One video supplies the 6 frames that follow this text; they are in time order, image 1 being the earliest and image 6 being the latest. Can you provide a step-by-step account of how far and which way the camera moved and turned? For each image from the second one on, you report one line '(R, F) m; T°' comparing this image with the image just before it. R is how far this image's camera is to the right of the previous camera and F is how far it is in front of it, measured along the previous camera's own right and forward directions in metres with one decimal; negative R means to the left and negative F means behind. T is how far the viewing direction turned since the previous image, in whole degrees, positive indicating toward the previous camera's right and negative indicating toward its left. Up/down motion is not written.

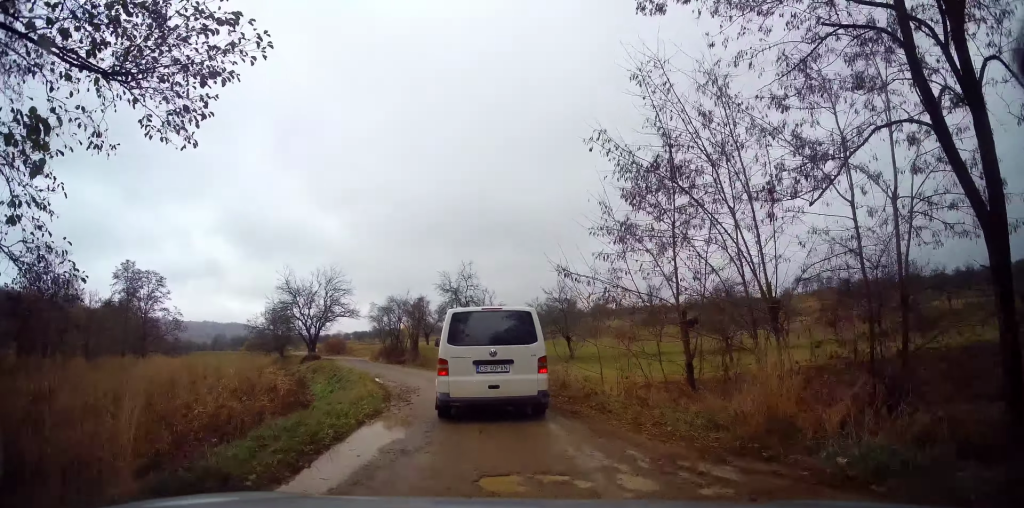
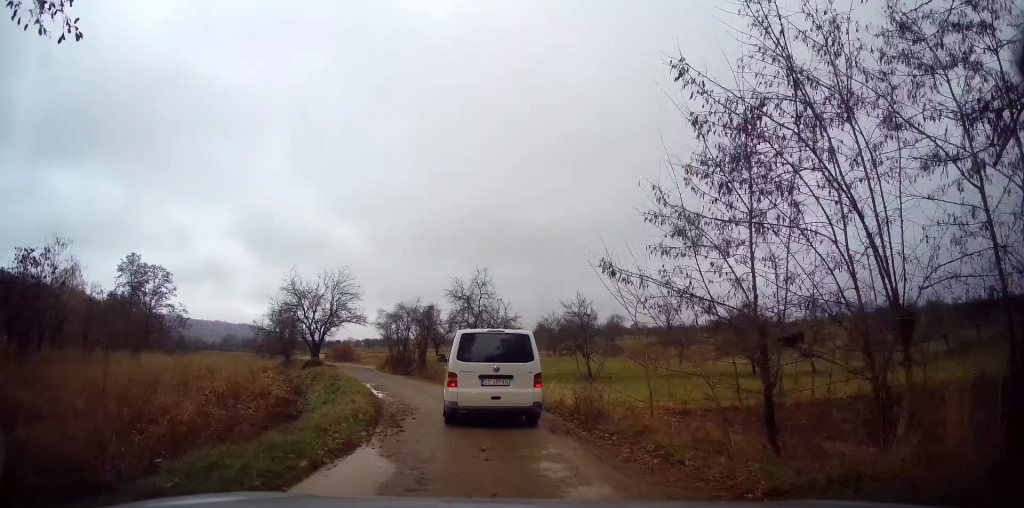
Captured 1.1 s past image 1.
(-0.2, +2.6) m; +2°
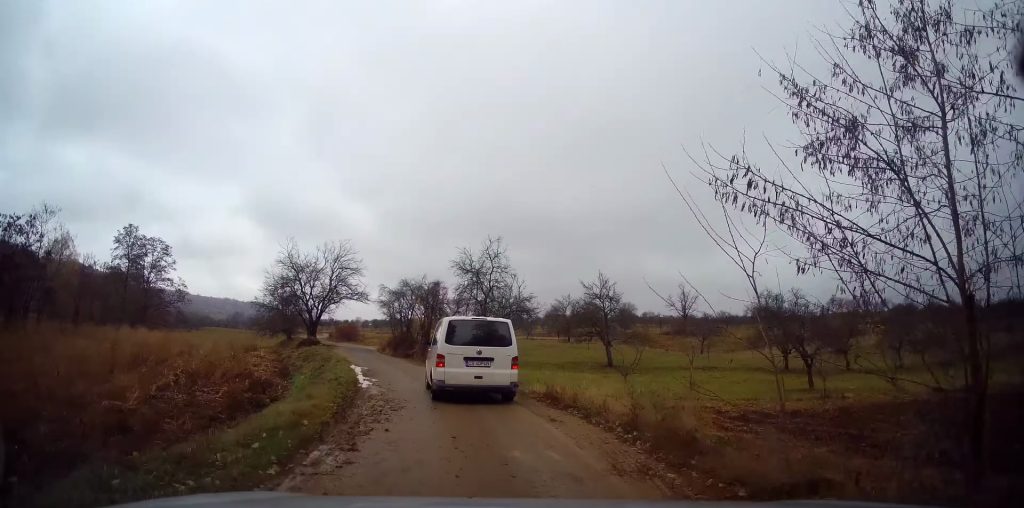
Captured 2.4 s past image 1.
(+0.4, +3.8) m; +3°
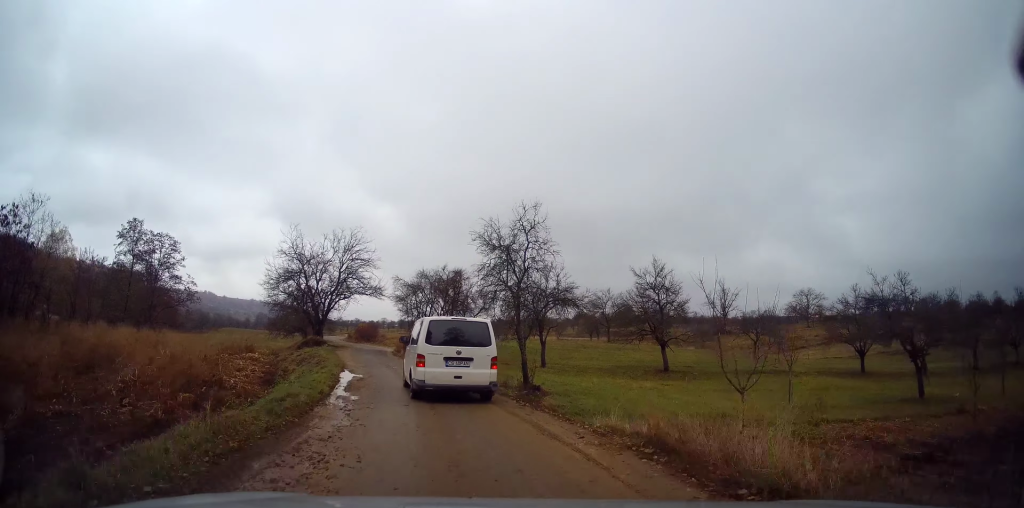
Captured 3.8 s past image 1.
(-0.4, +5.3) m; -6°
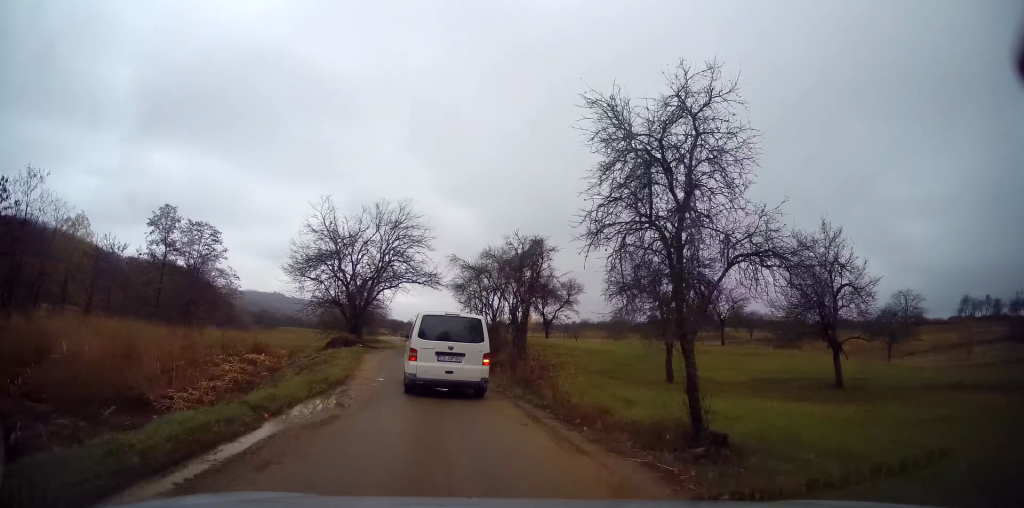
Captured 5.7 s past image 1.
(-0.4, +10.0) m; -5°
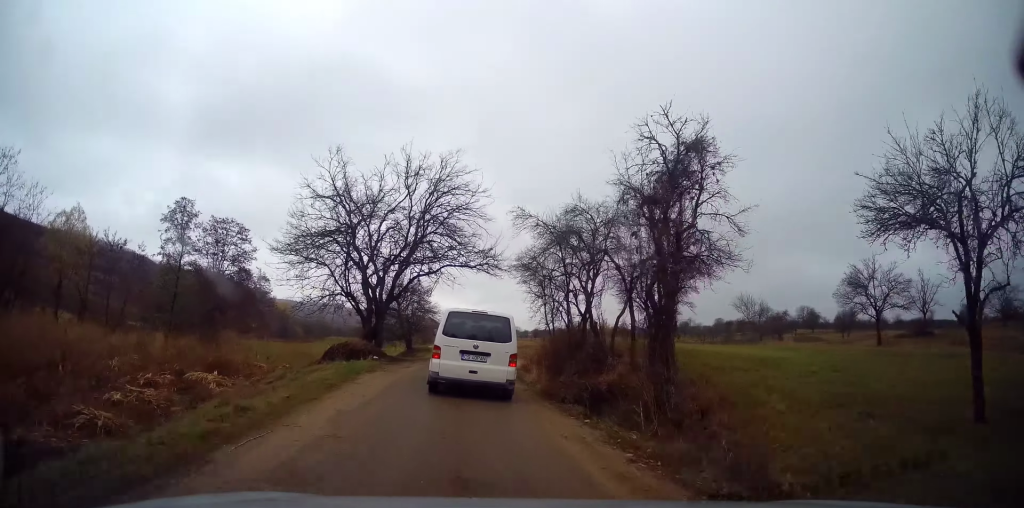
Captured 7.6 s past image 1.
(-1.2, +11.0) m; -12°
